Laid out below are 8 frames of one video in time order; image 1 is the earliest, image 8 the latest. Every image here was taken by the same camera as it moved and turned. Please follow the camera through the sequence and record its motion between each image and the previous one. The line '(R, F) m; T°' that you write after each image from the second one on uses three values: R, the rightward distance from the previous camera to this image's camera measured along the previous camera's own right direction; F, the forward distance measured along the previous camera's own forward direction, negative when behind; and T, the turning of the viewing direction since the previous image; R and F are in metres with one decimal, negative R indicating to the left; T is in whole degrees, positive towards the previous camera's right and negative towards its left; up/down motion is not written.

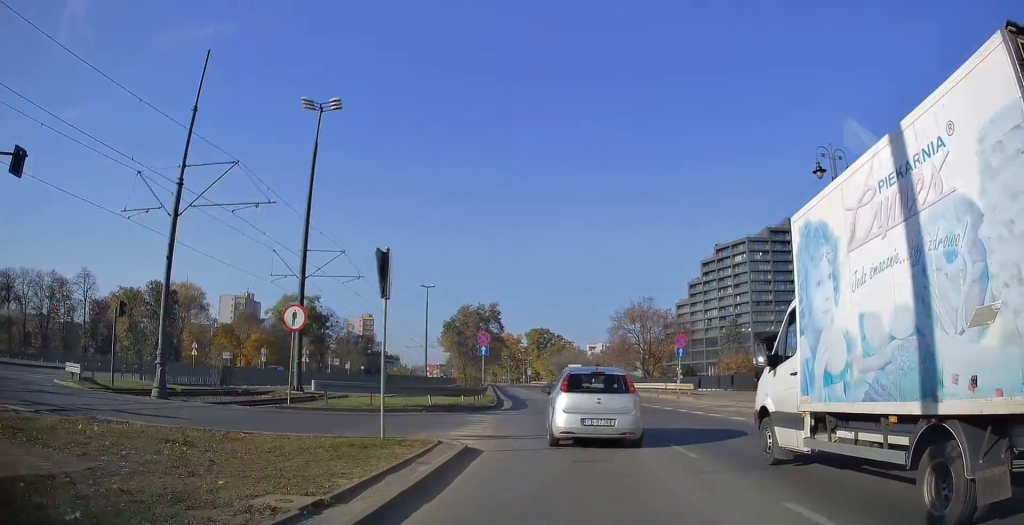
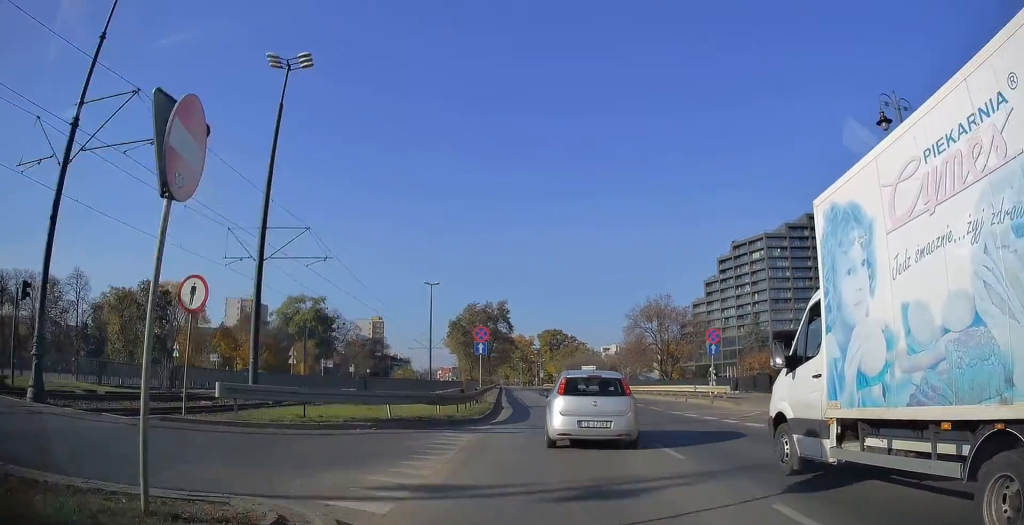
(-0.1, +5.5) m; -1°
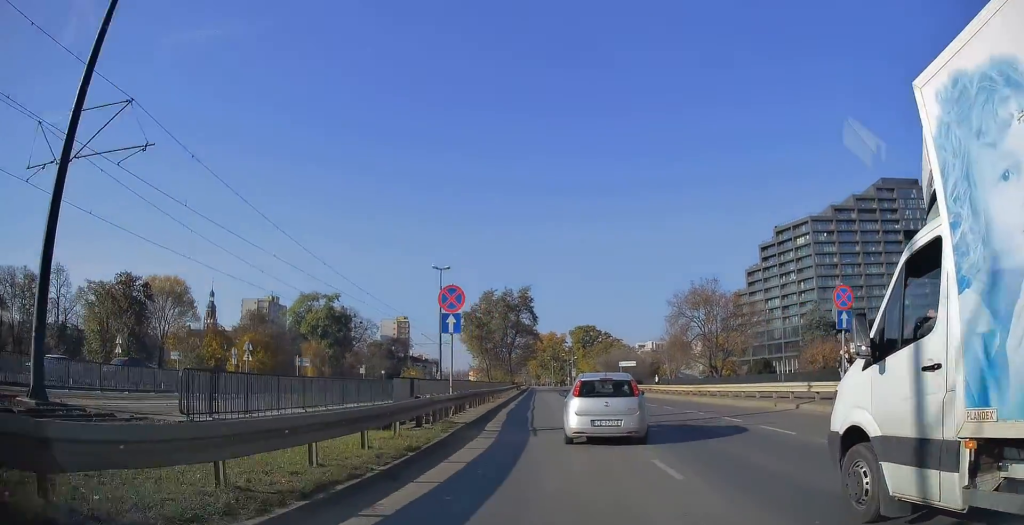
(-0.4, +13.4) m; -4°
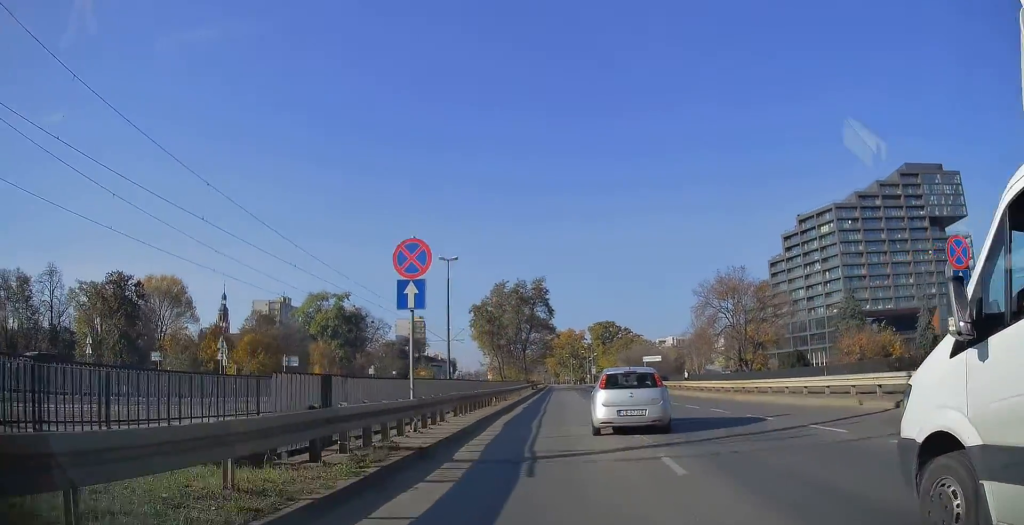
(-0.3, +5.8) m; -1°
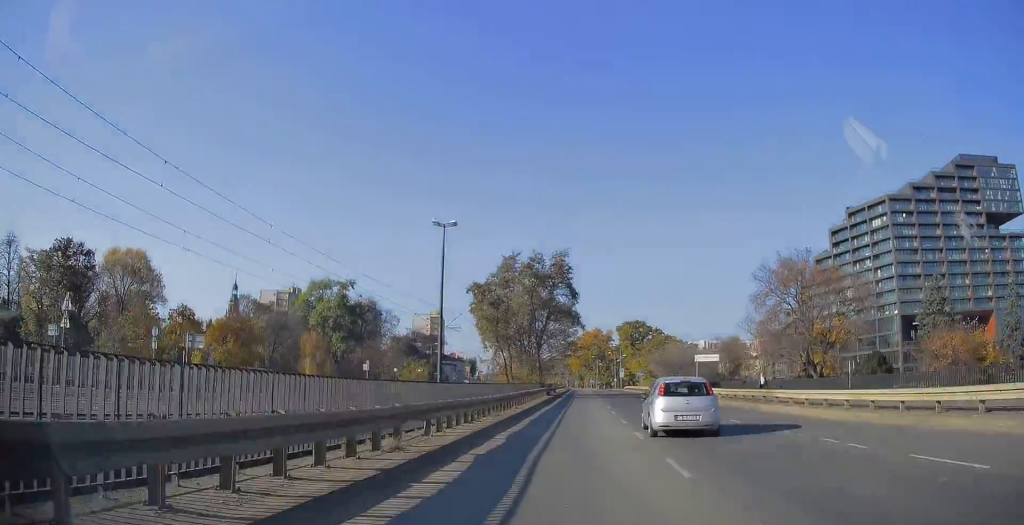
(+0.1, +15.5) m; -2°
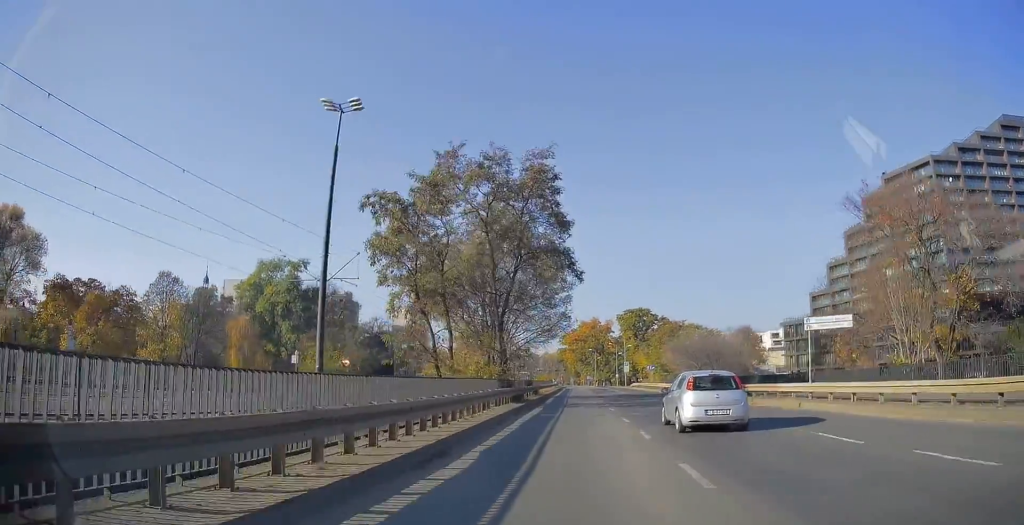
(-0.6, +24.4) m; -1°
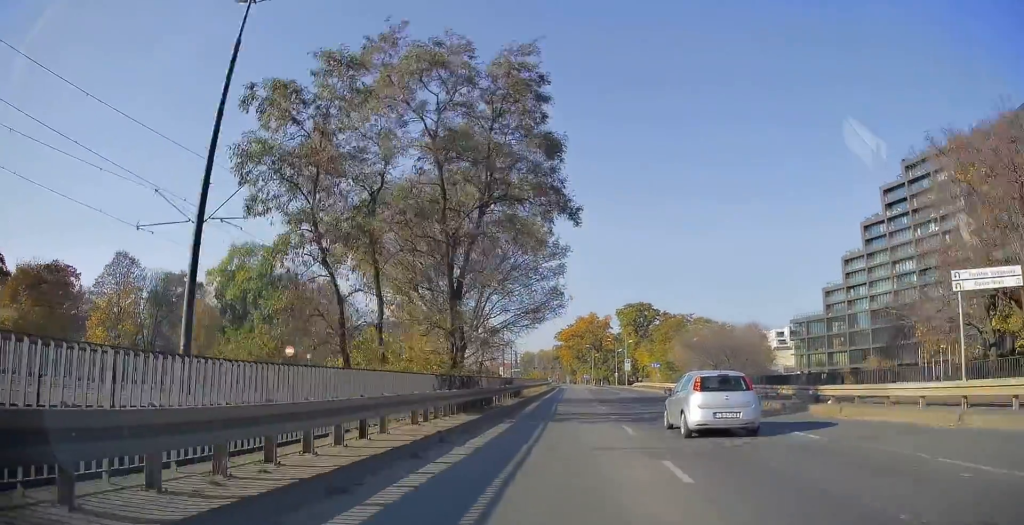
(+0.1, +10.6) m; 0°
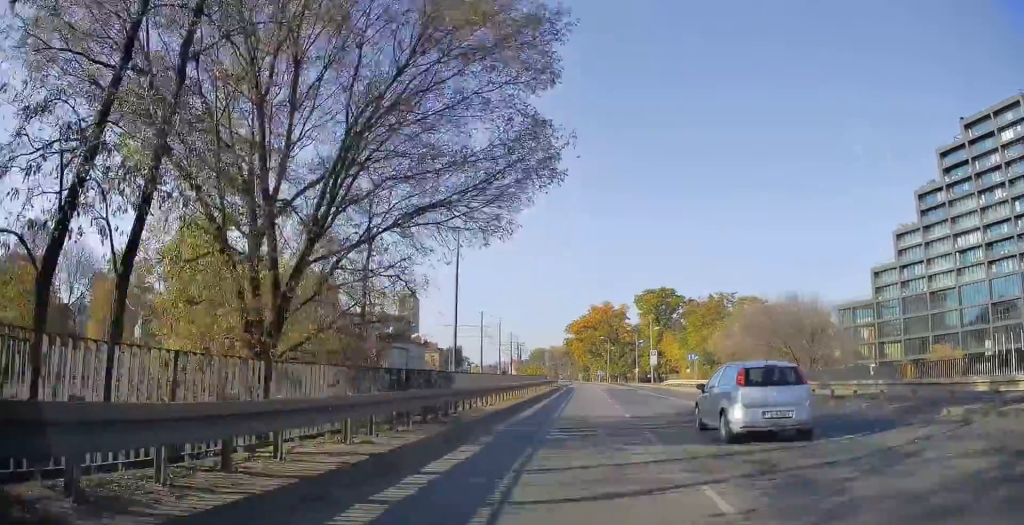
(-0.2, +20.7) m; -1°
